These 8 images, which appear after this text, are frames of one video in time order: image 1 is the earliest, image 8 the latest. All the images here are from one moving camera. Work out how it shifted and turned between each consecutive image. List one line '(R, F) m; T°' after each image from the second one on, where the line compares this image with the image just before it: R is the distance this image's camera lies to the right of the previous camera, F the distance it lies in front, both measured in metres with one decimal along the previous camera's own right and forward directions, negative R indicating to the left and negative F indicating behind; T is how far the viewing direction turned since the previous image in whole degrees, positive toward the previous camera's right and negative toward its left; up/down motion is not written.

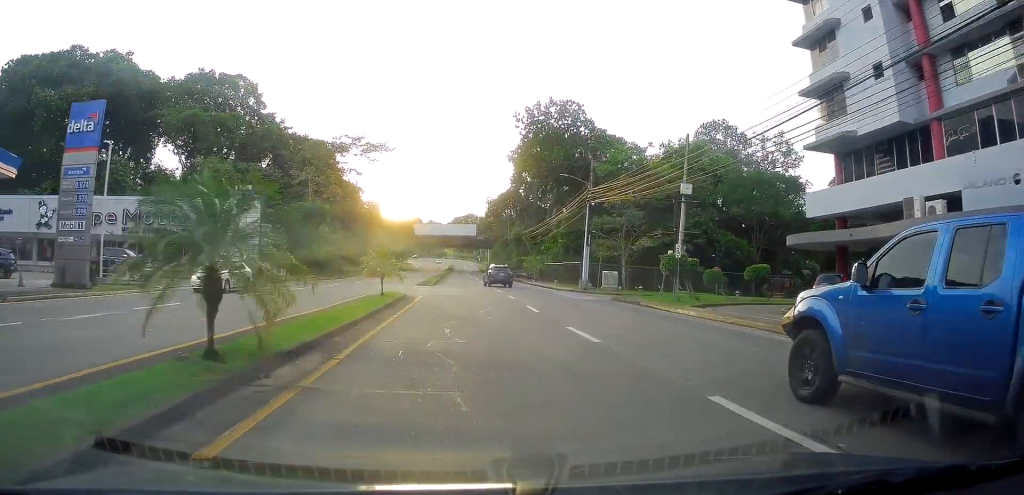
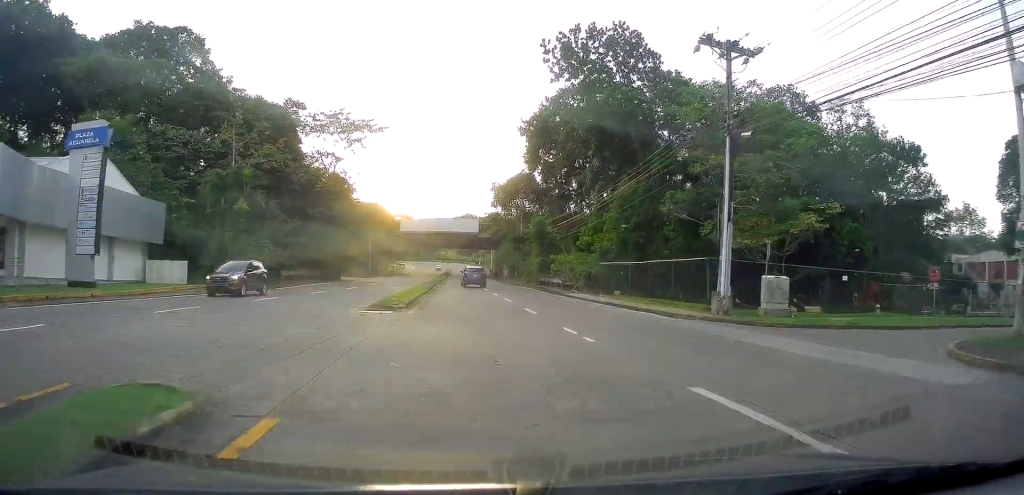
(-0.1, +24.1) m; -1°
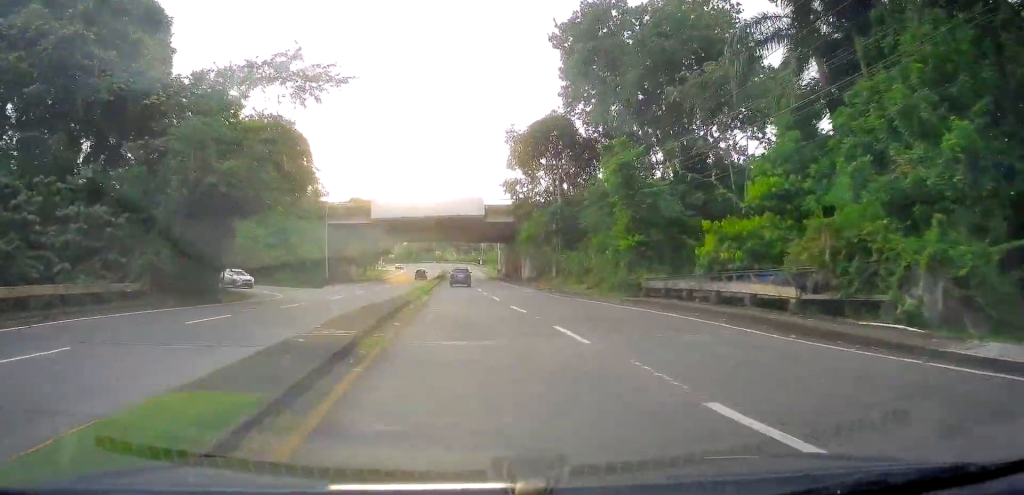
(+0.1, +33.5) m; 0°
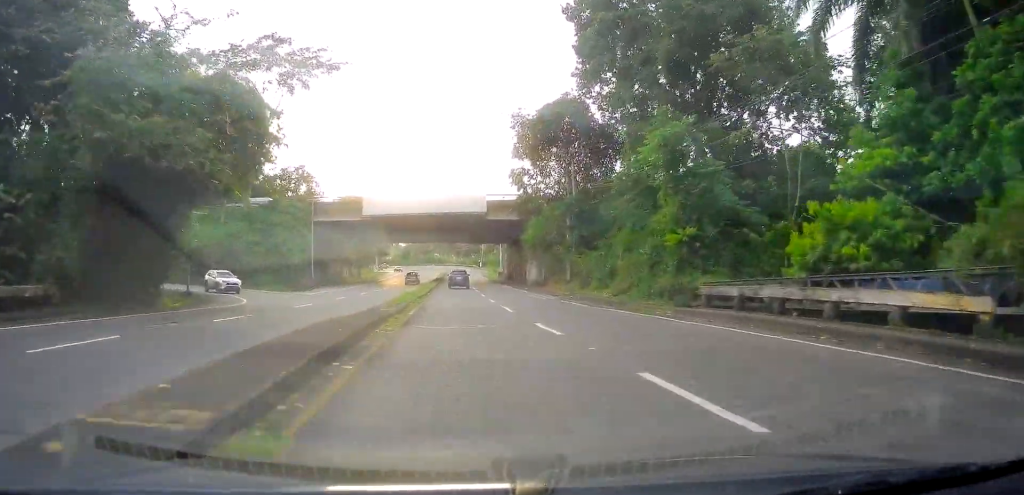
(-0.1, +6.7) m; -1°
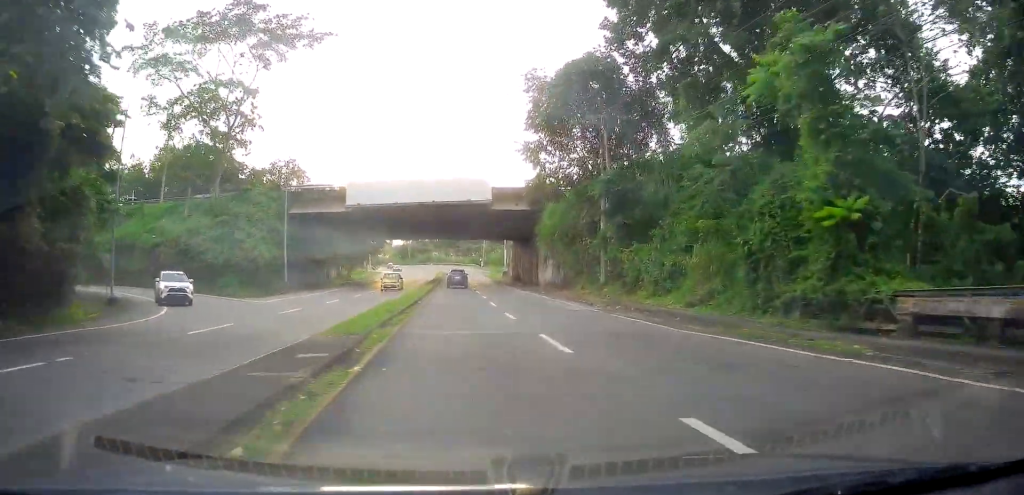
(0.0, +10.3) m; -1°
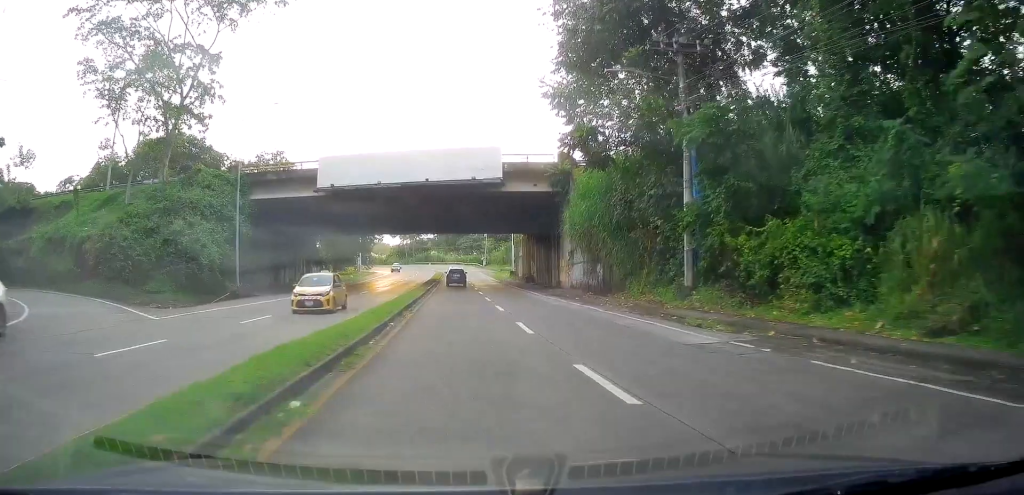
(-0.3, +12.4) m; -1°
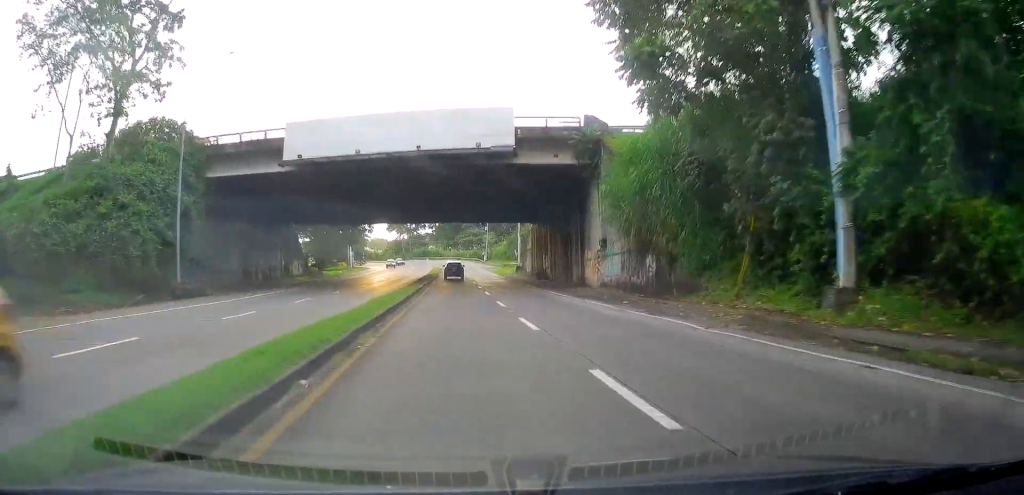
(-0.2, +9.3) m; 0°
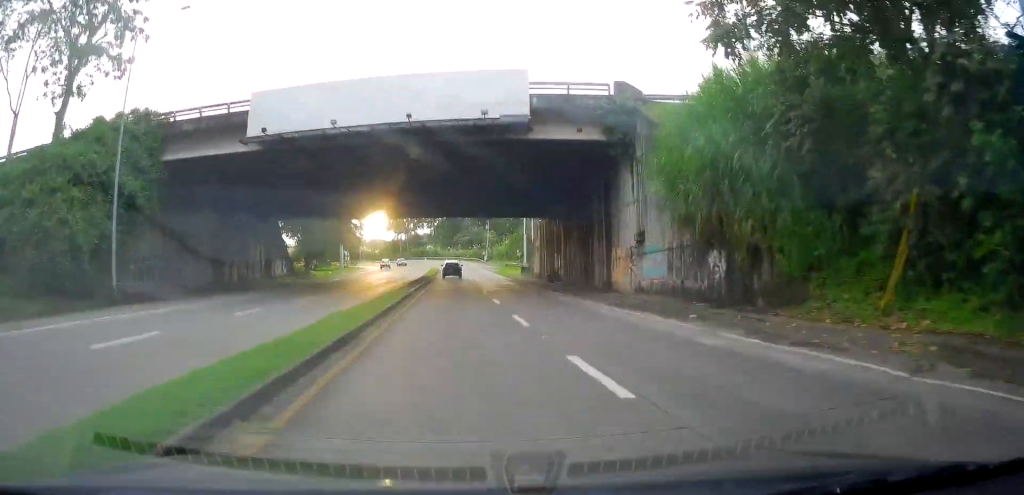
(+0.2, +6.8) m; +1°
